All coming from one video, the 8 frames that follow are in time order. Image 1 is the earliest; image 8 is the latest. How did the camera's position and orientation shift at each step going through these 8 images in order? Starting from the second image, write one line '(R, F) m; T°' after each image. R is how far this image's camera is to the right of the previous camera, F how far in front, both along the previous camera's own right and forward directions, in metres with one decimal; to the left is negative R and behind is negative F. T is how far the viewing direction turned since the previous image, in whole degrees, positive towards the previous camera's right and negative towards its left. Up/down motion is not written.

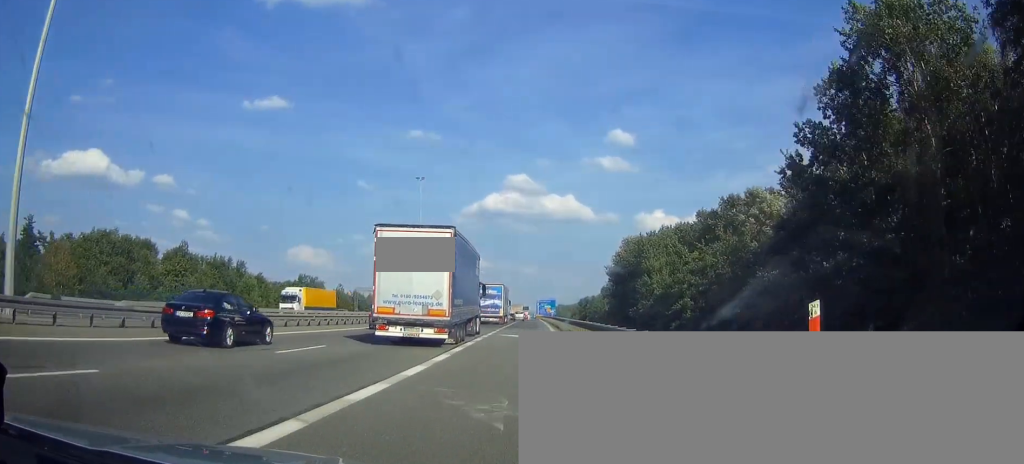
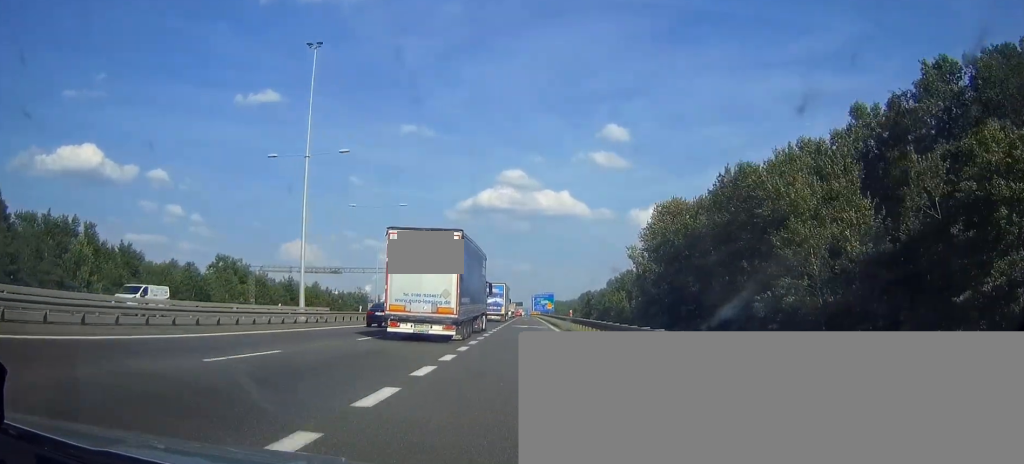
(+0.6, +52.6) m; +1°
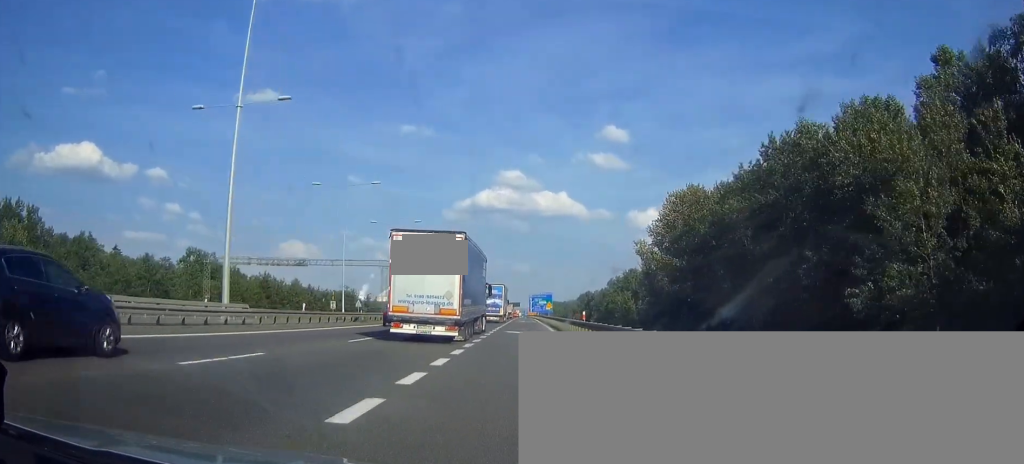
(0.0, +13.2) m; 0°
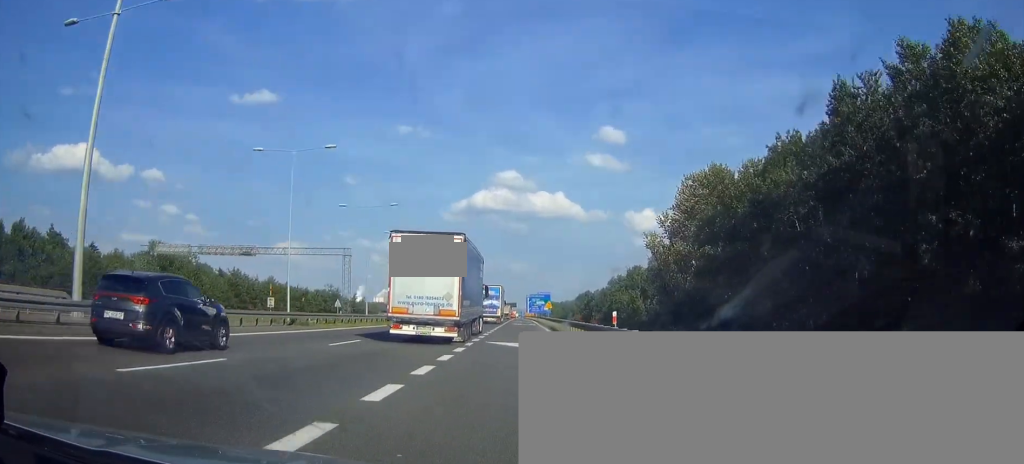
(0.0, +14.0) m; 0°
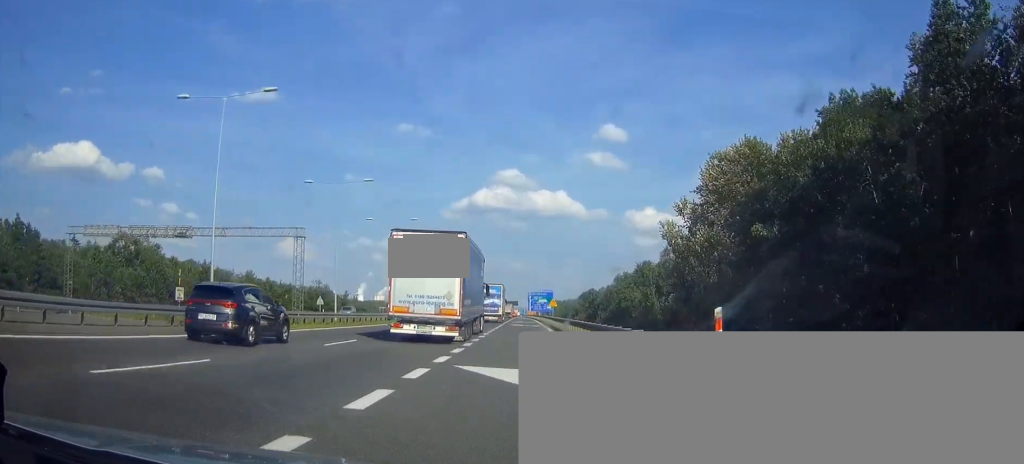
(0.0, +12.6) m; 0°
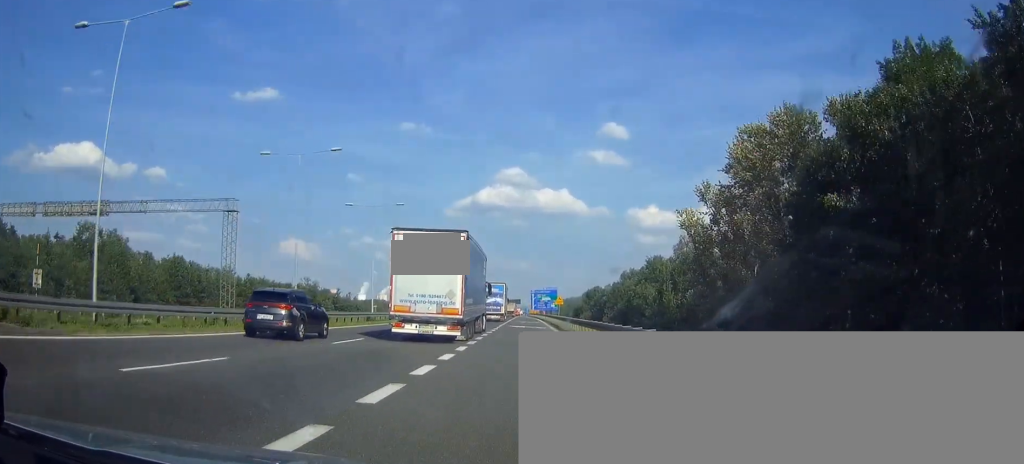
(+0.1, +11.2) m; 0°
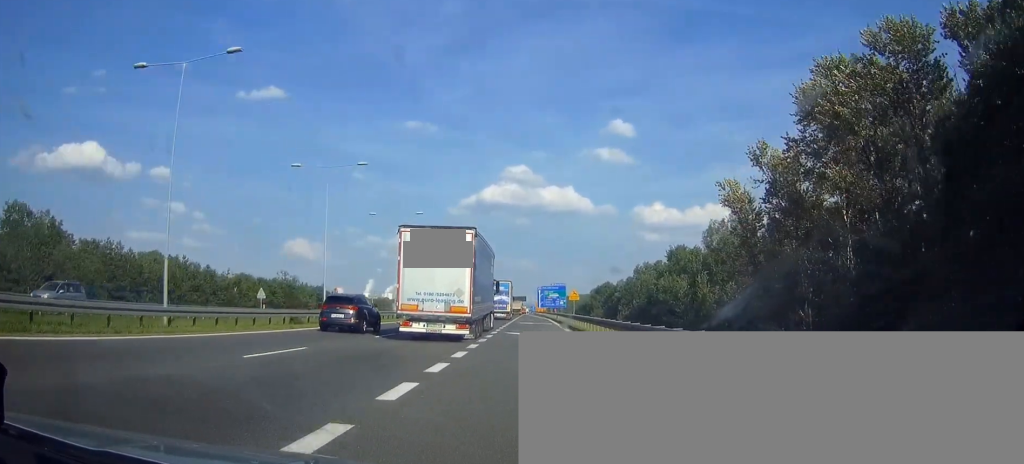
(-0.2, +19.4) m; -1°
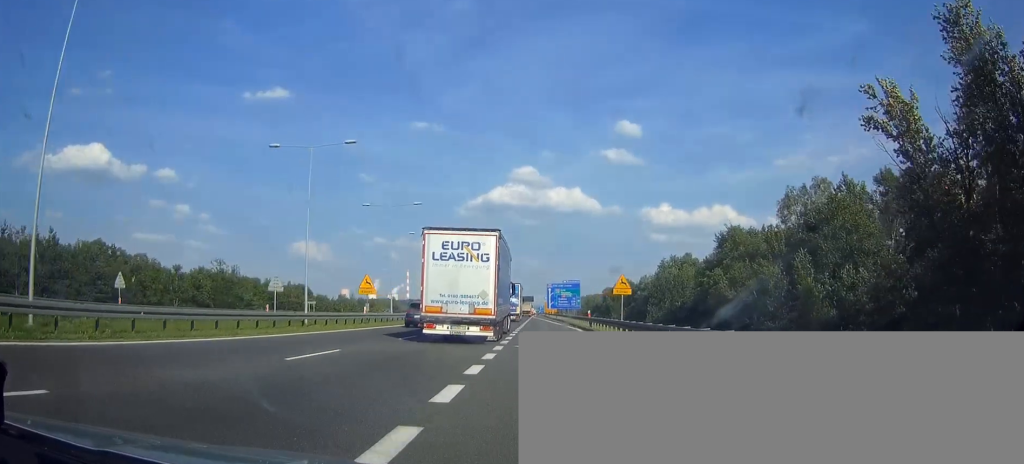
(-0.1, +35.8) m; 0°
